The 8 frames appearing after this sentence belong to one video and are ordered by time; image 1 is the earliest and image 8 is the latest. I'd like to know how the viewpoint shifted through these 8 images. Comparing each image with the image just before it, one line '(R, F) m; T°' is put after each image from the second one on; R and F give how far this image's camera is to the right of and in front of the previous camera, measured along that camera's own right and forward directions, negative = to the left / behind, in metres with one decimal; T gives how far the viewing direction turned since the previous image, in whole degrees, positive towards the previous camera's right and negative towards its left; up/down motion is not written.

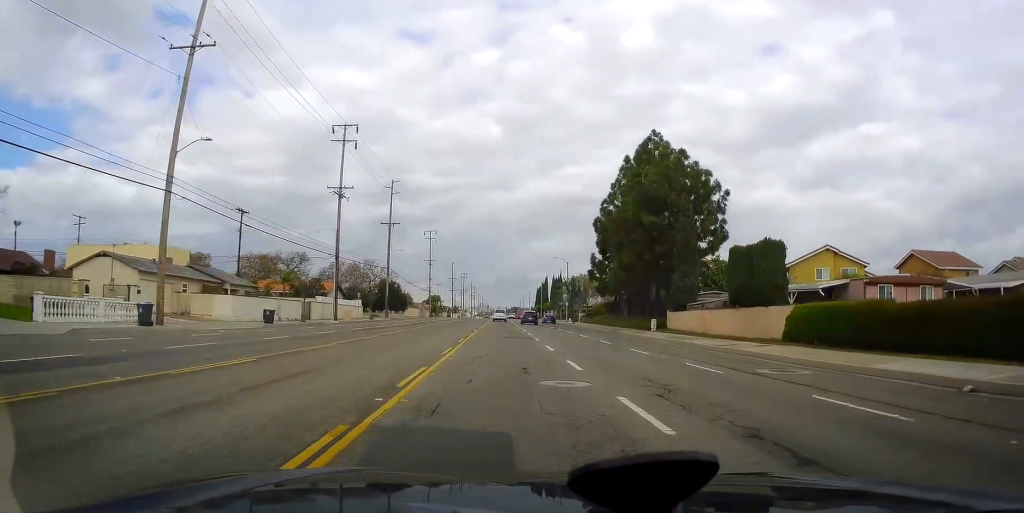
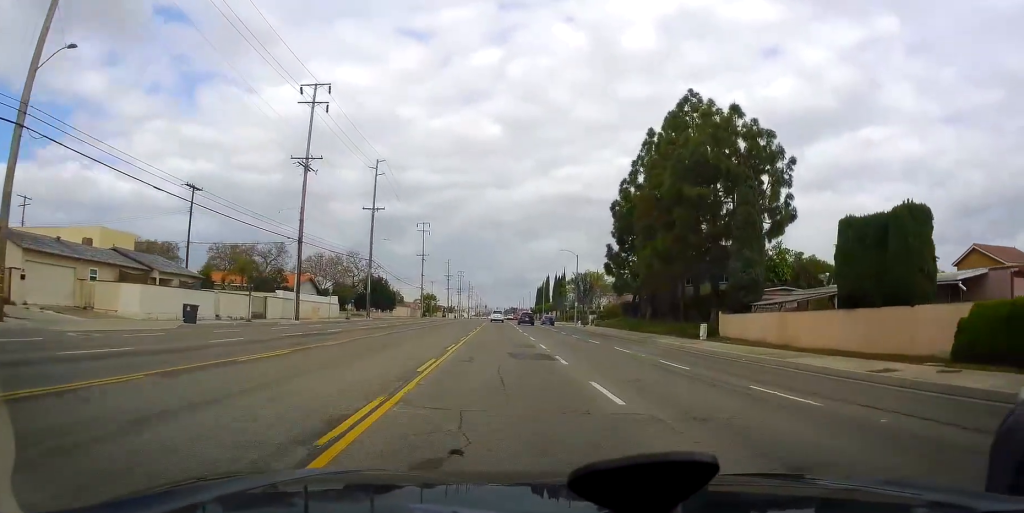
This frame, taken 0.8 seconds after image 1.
(0.0, +12.3) m; -1°
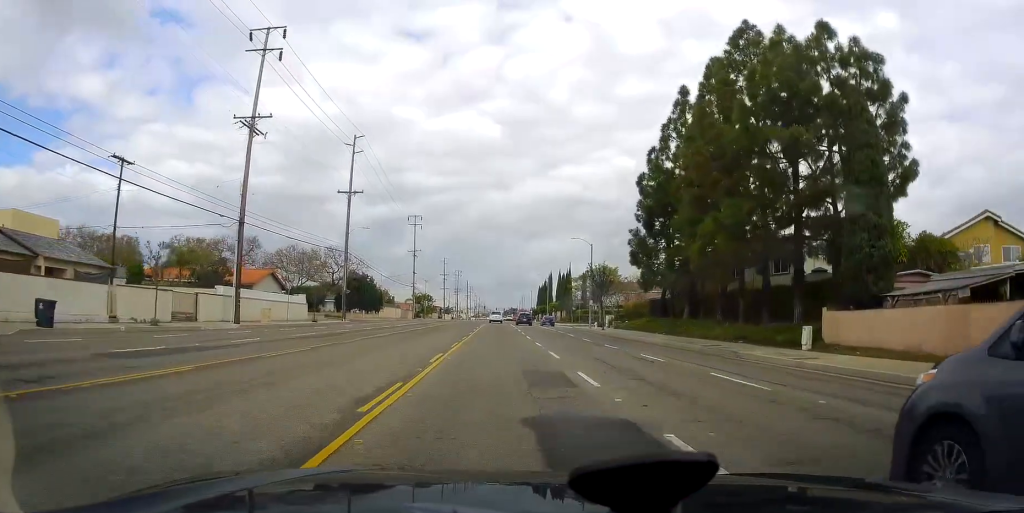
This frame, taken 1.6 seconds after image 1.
(-0.1, +12.7) m; -2°
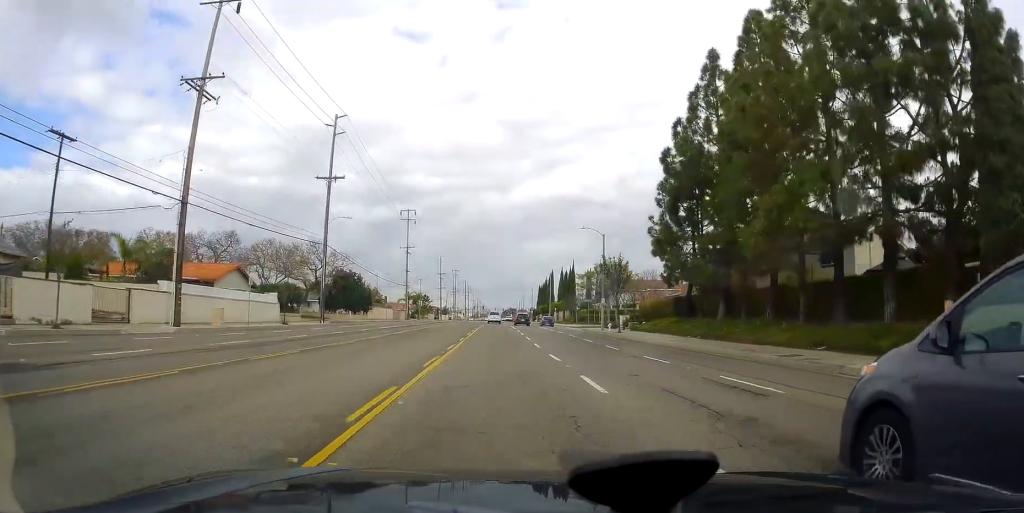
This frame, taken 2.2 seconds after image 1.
(-0.5, +8.1) m; 0°
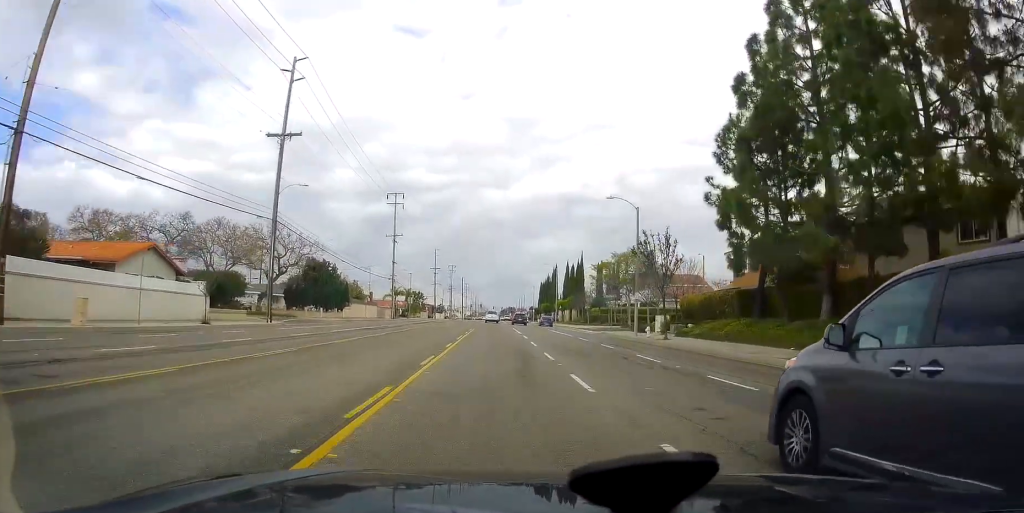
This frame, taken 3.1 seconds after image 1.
(+0.3, +14.1) m; +2°
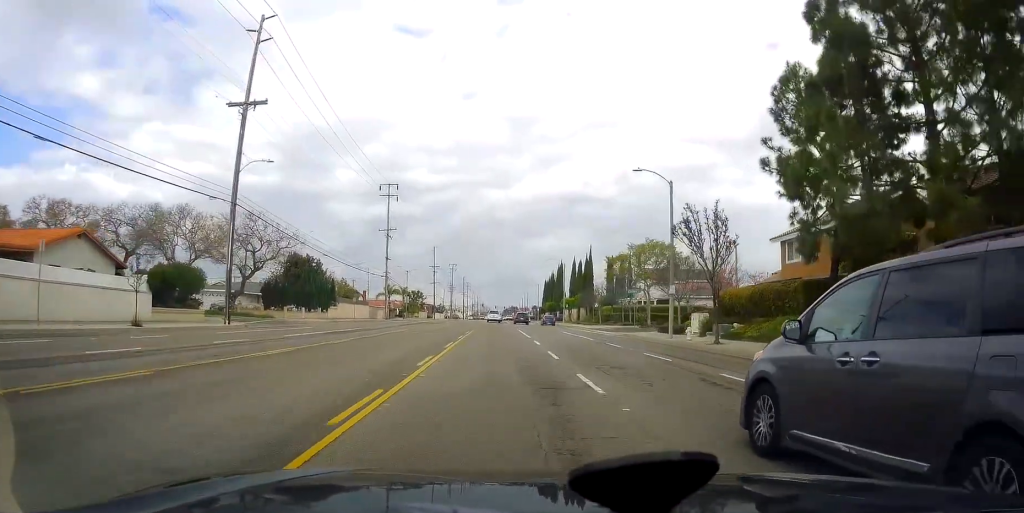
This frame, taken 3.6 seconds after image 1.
(+0.2, +8.1) m; +1°
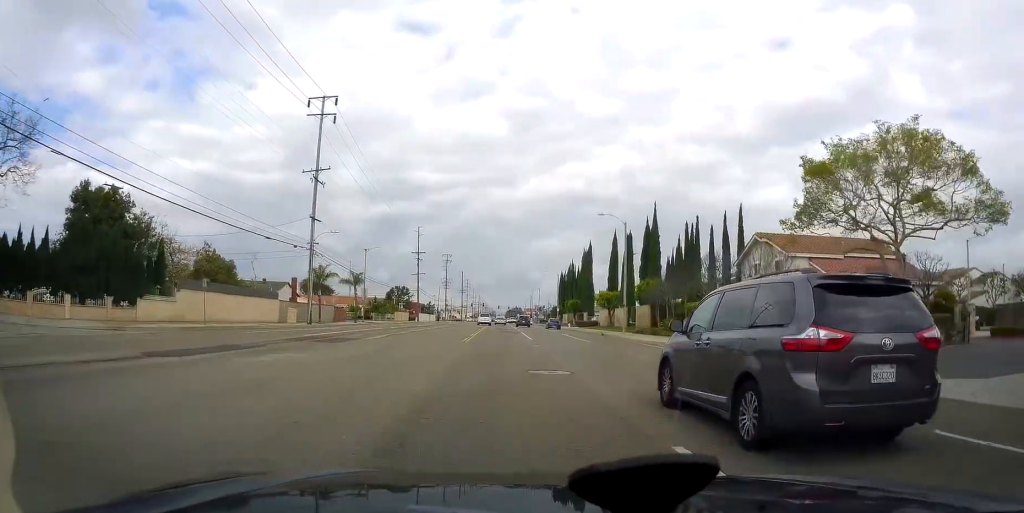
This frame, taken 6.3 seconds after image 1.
(0.0, +40.9) m; -3°
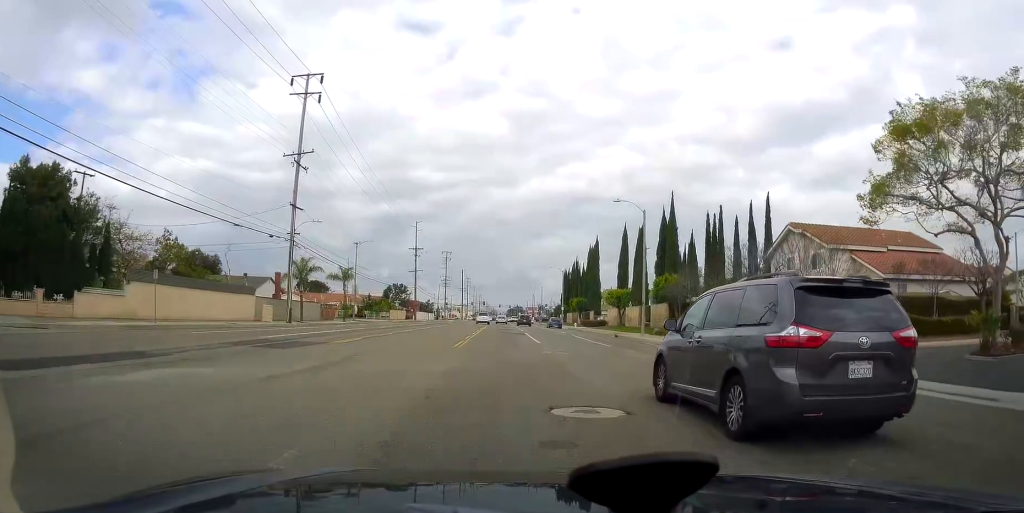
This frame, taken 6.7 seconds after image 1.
(-0.2, +6.0) m; 0°
